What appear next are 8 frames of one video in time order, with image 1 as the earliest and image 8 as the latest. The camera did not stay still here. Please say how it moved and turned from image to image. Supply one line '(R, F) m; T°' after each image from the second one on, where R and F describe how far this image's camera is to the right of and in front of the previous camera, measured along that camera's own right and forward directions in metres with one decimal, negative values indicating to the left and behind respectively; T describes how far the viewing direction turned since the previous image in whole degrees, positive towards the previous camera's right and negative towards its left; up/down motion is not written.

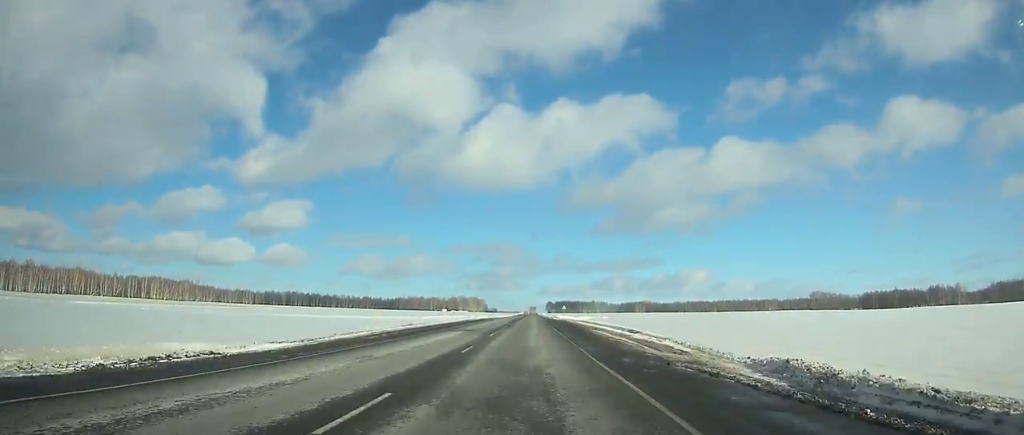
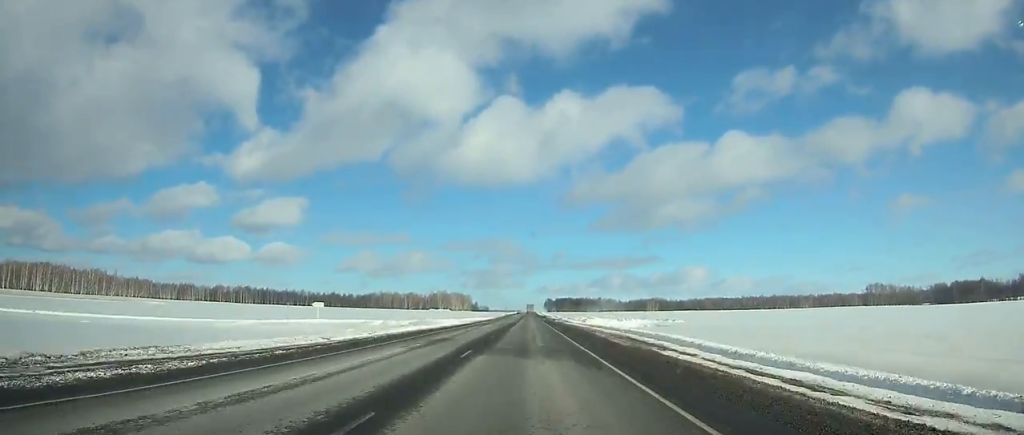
(+0.5, +134.8) m; 0°
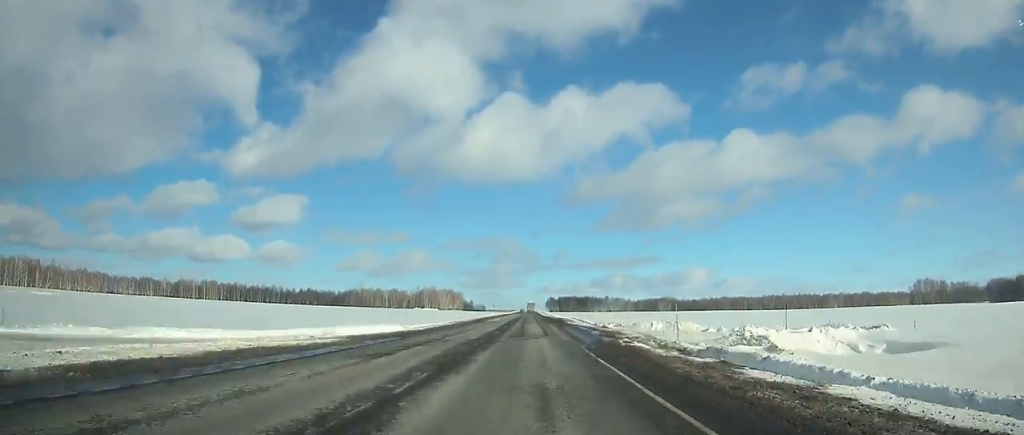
(+0.1, +79.6) m; 0°
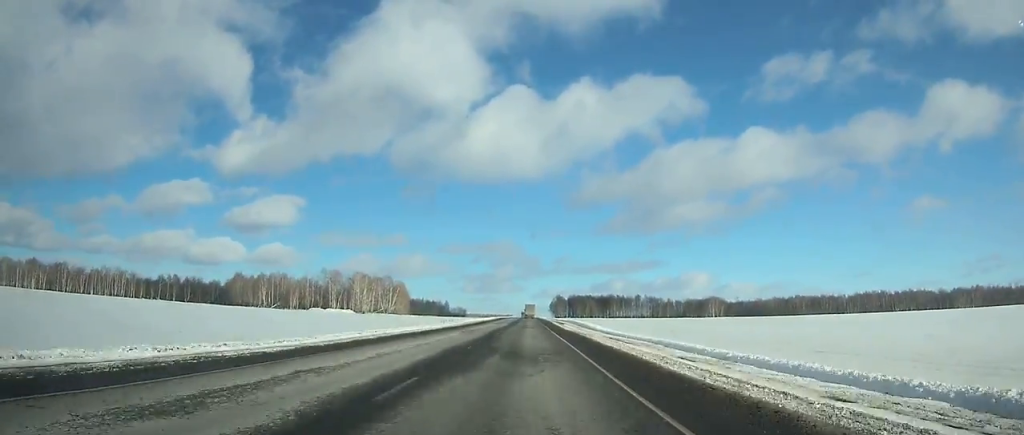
(+0.3, +231.0) m; 0°
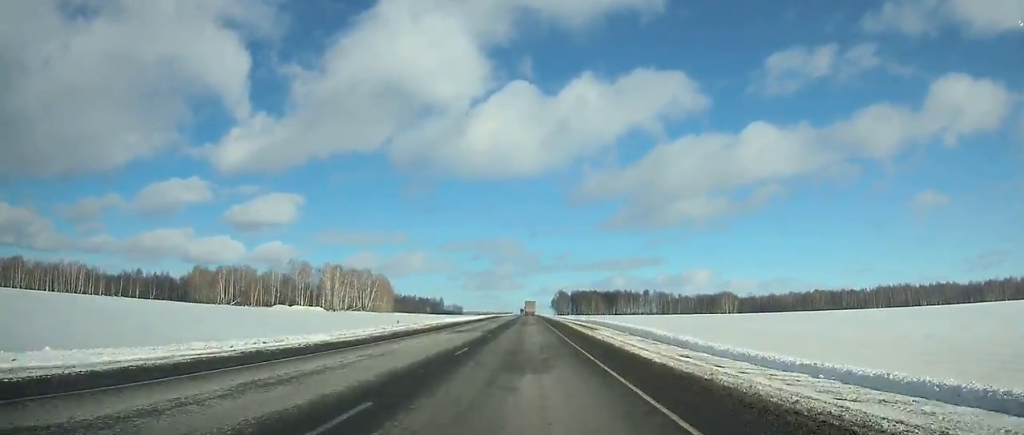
(0.0, +39.4) m; 0°
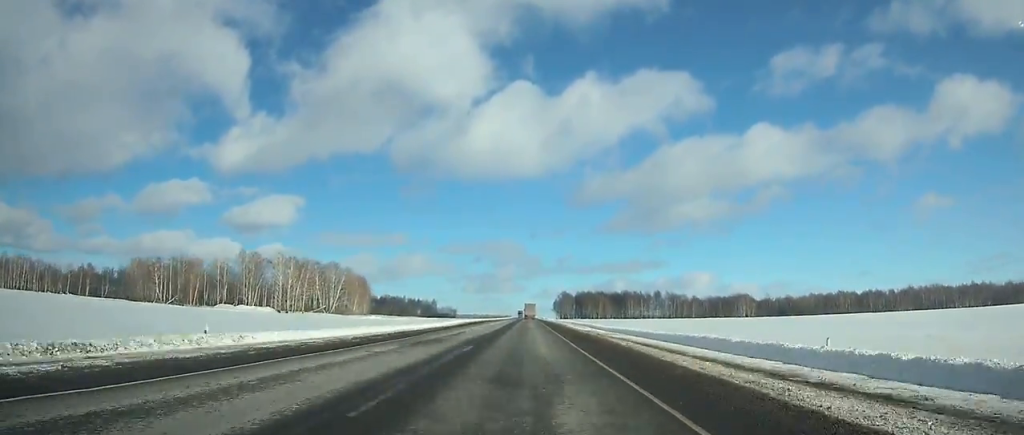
(0.0, +45.8) m; 0°
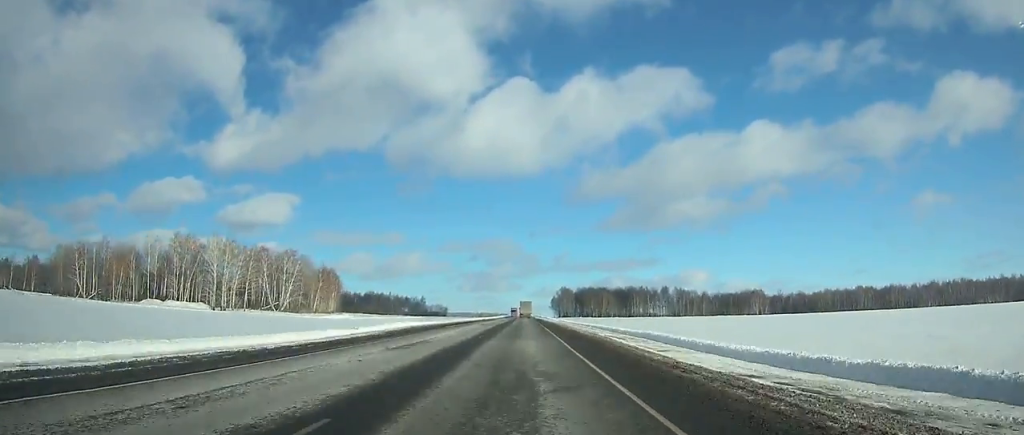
(0.0, +39.2) m; 0°
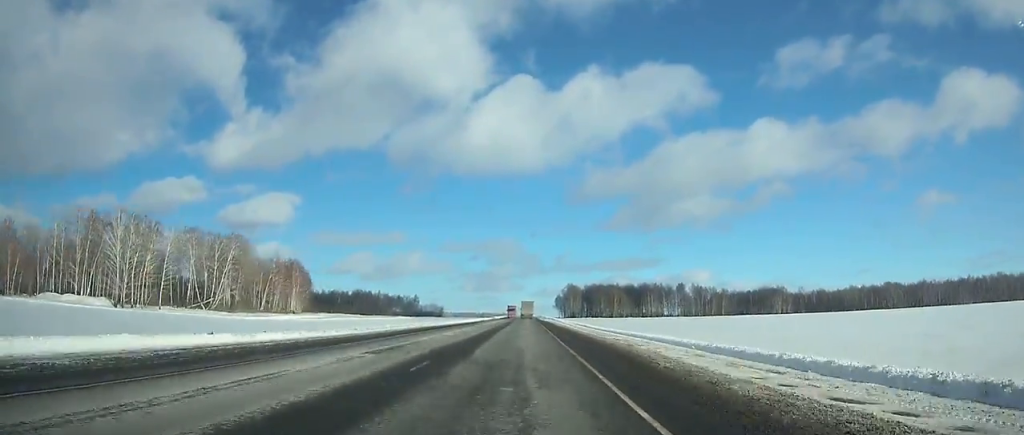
(0.0, +39.0) m; 0°
